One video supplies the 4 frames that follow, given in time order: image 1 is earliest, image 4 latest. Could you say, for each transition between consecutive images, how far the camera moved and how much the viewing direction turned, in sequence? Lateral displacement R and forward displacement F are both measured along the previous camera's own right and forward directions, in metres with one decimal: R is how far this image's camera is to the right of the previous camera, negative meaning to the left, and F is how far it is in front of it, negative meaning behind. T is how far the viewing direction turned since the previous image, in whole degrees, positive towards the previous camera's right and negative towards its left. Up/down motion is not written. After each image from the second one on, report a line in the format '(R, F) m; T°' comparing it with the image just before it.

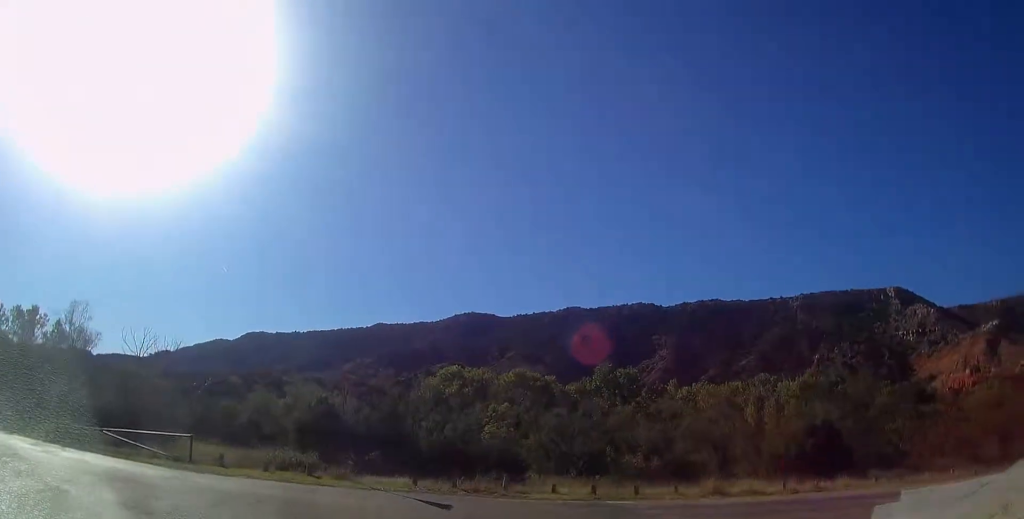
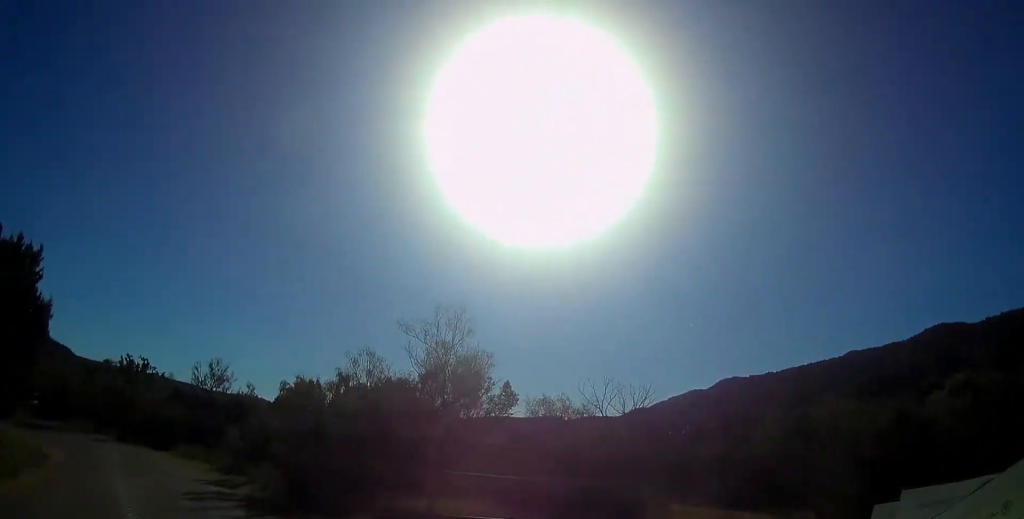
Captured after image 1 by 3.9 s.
(-6.5, +10.8) m; -61°
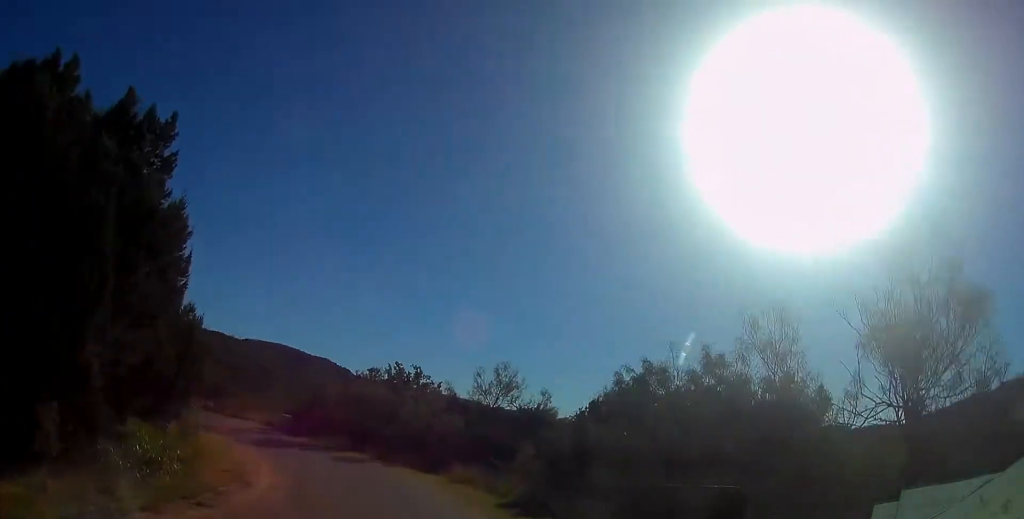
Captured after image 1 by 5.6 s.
(-1.4, +7.6) m; -17°
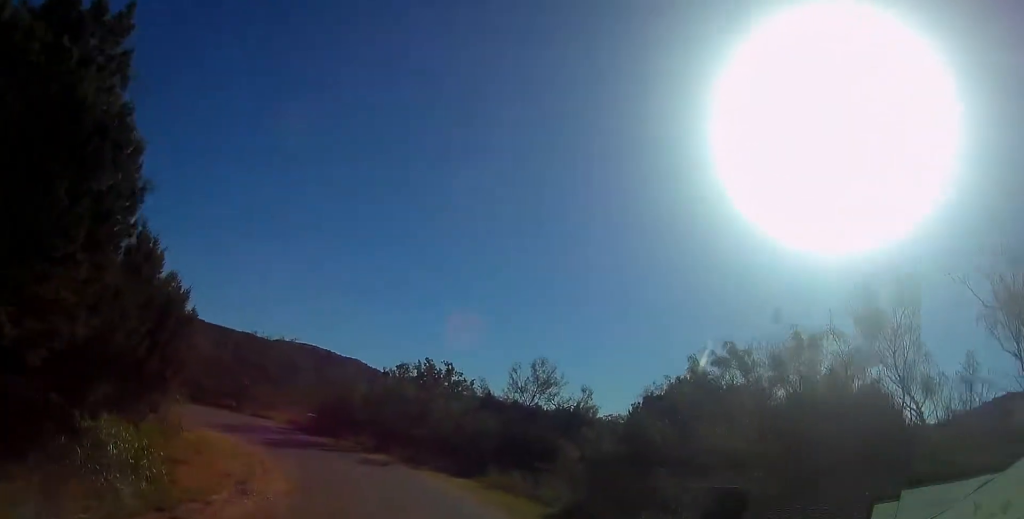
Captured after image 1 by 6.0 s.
(-0.1, +2.3) m; -3°
